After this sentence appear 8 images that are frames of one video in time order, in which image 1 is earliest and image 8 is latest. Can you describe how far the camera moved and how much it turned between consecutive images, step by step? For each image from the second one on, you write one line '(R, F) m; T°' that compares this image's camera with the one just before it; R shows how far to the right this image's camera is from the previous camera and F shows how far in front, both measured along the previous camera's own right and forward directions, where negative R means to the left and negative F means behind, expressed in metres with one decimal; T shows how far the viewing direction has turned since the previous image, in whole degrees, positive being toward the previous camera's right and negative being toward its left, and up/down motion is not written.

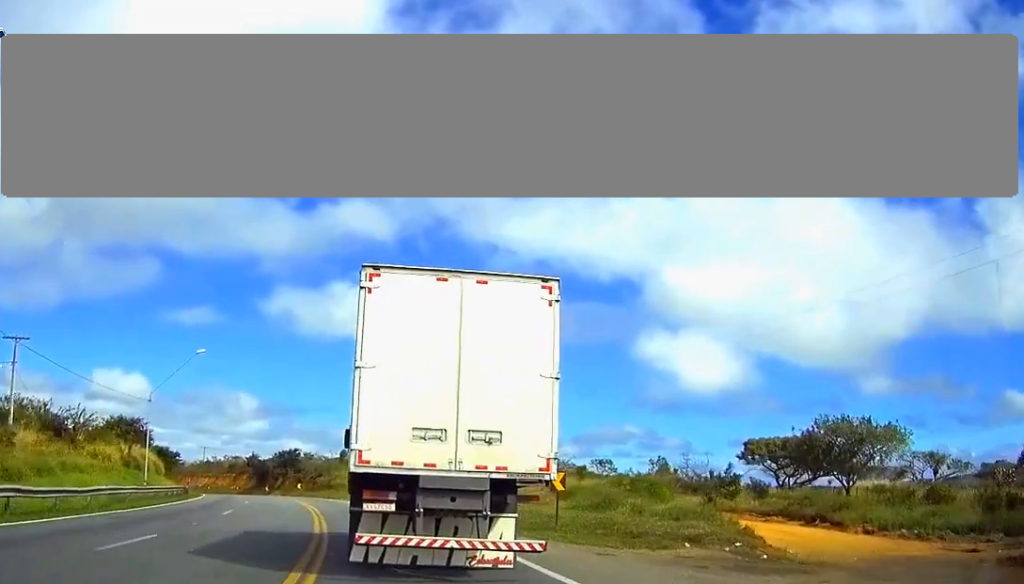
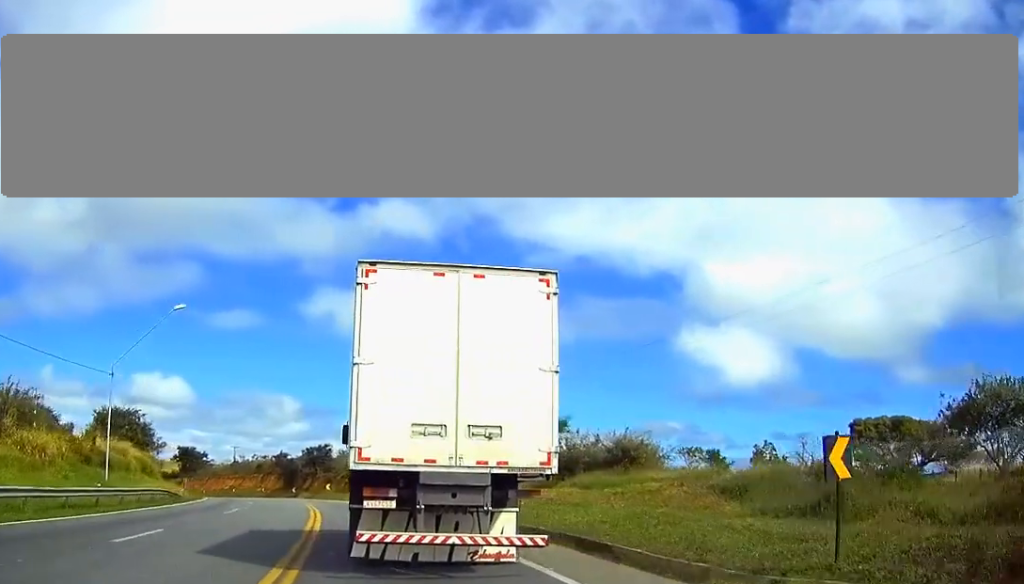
(-0.4, +14.8) m; -3°
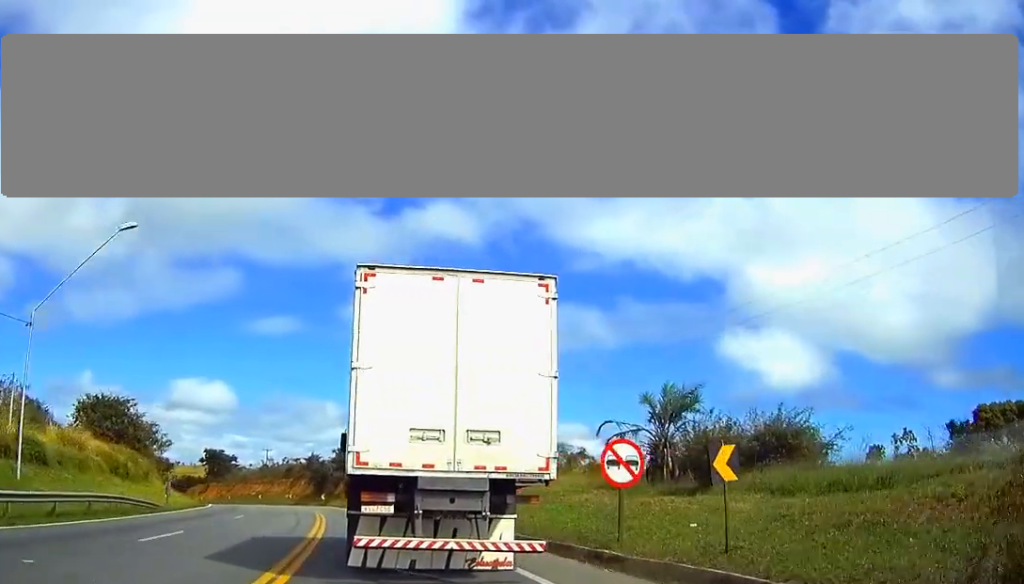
(-0.5, +14.1) m; -3°
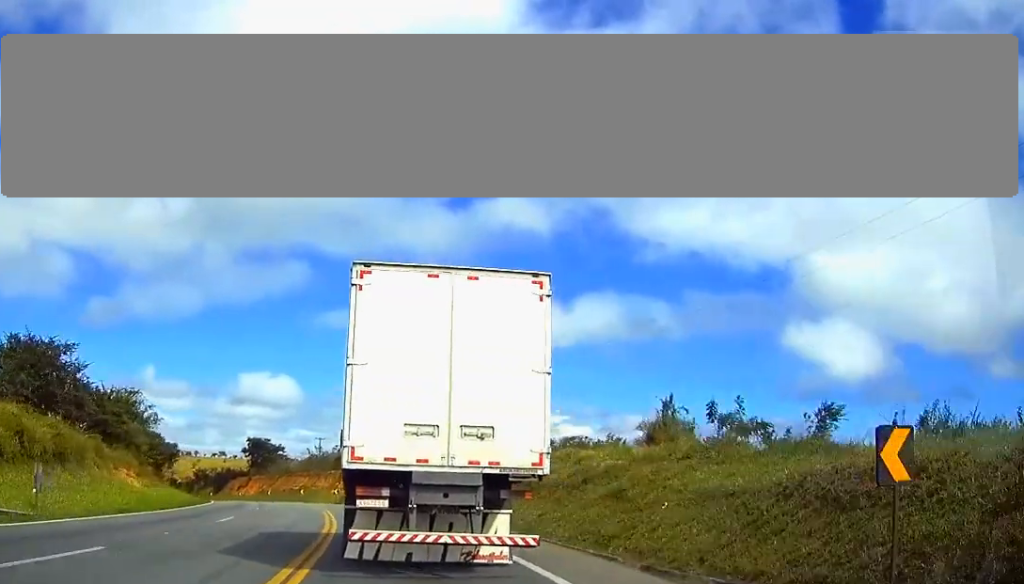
(-0.6, +23.8) m; -4°
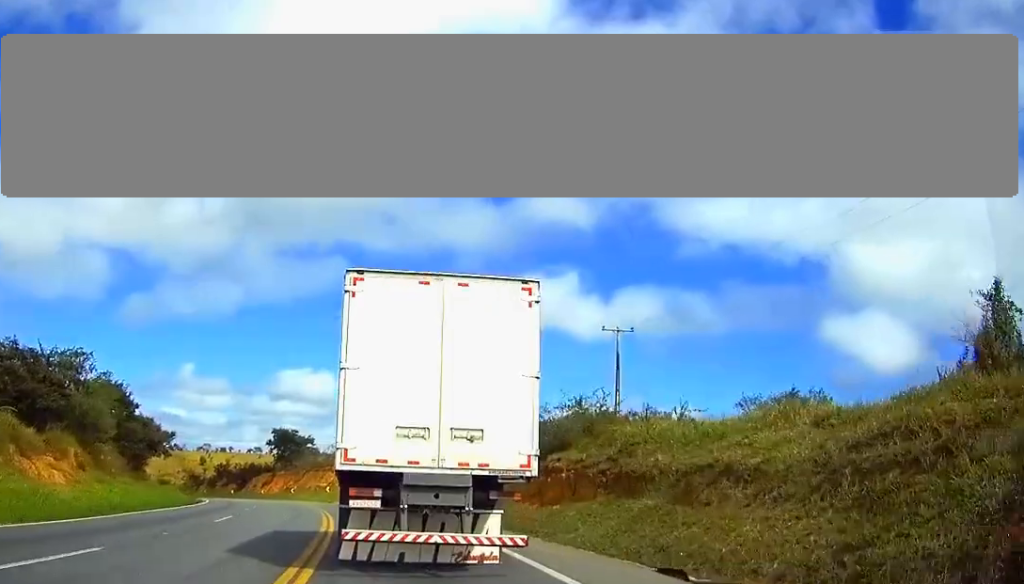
(-0.7, +16.5) m; -4°
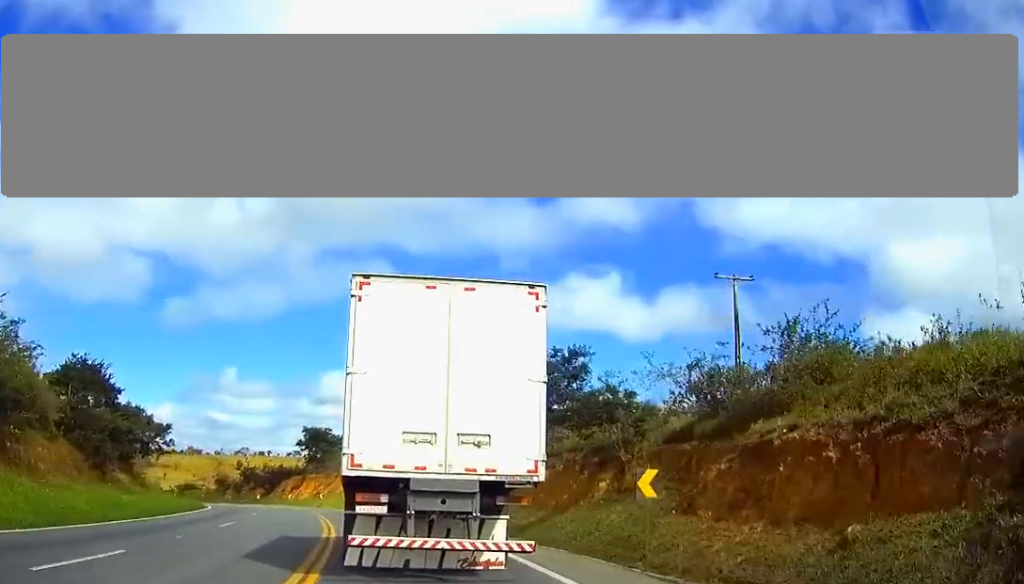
(-0.3, +15.1) m; -3°
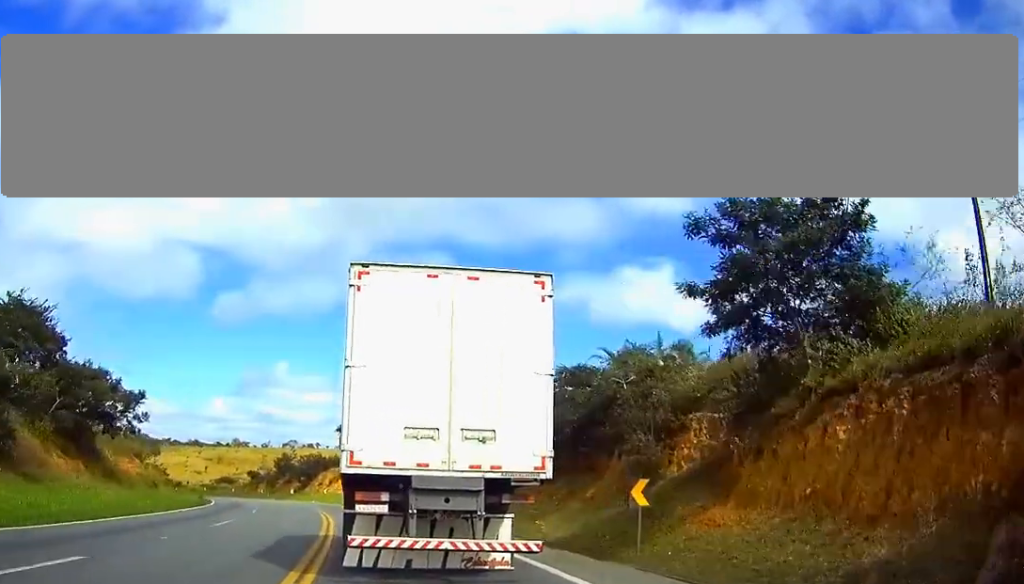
(-0.7, +18.6) m; -4°
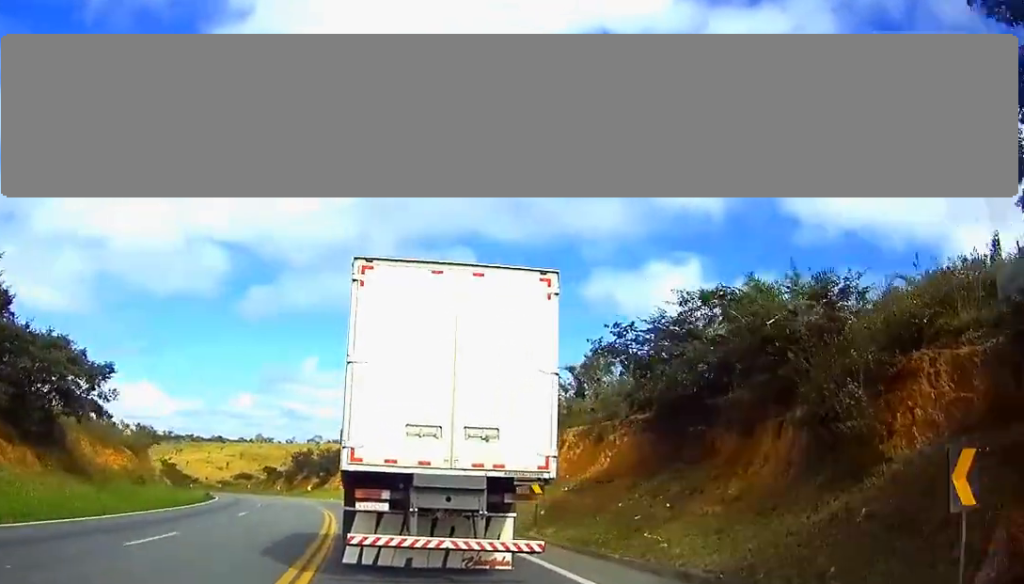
(-0.1, +9.6) m; -2°
